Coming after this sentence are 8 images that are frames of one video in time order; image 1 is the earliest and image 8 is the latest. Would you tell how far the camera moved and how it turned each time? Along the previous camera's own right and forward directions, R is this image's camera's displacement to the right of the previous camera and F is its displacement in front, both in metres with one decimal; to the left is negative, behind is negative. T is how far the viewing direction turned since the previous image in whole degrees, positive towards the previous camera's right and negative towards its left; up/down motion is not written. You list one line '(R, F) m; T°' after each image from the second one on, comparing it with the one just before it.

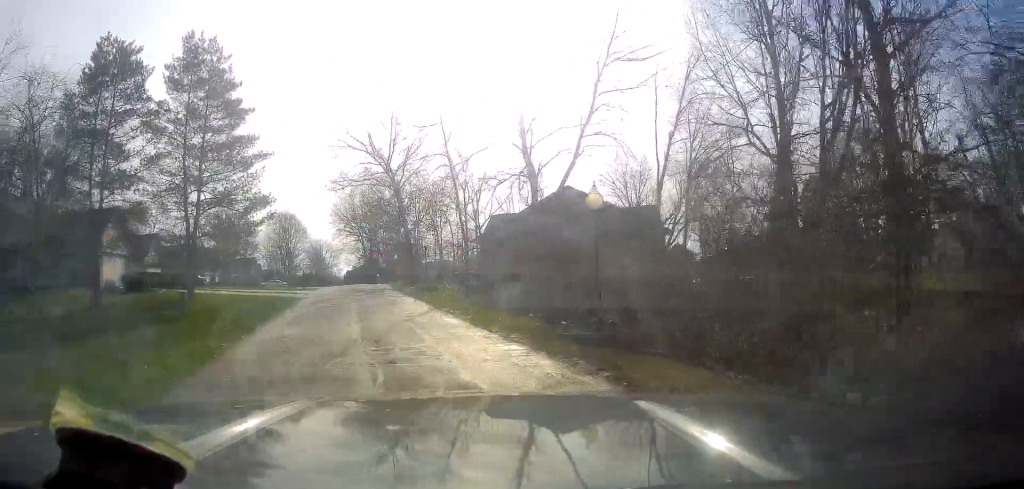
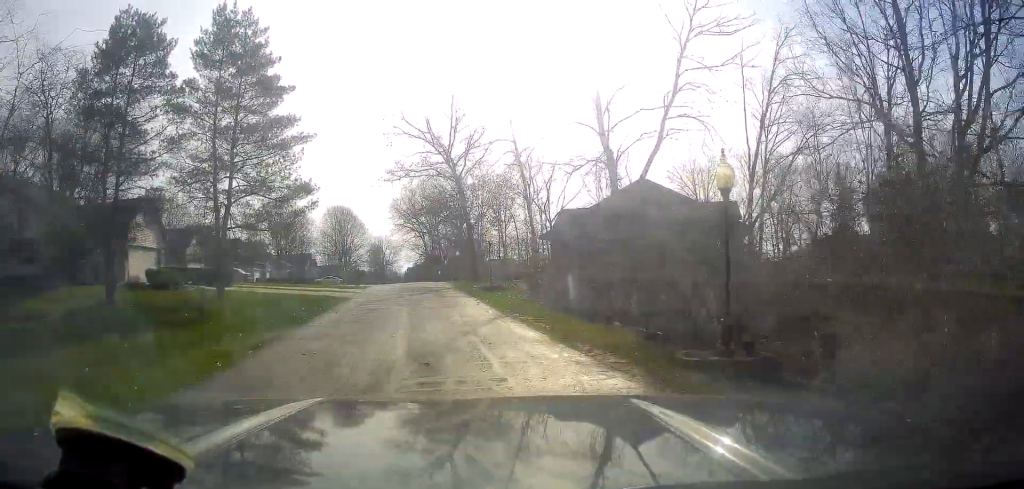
(-0.4, +3.7) m; -6°
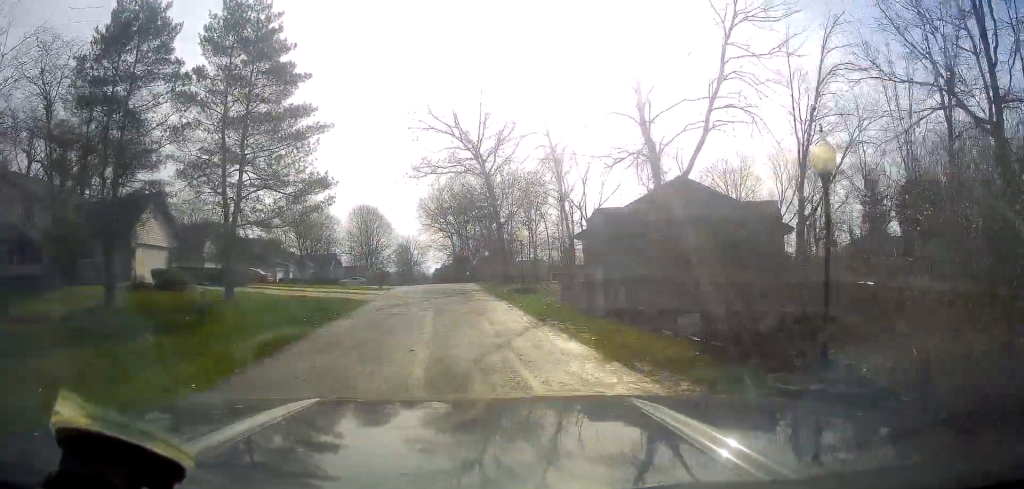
(-0.1, +2.2) m; -3°
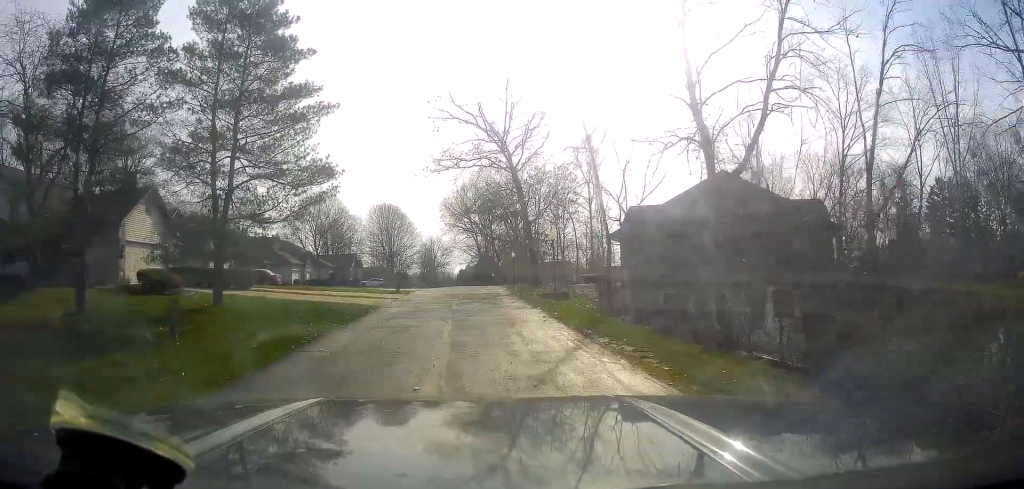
(0.0, +3.3) m; 0°
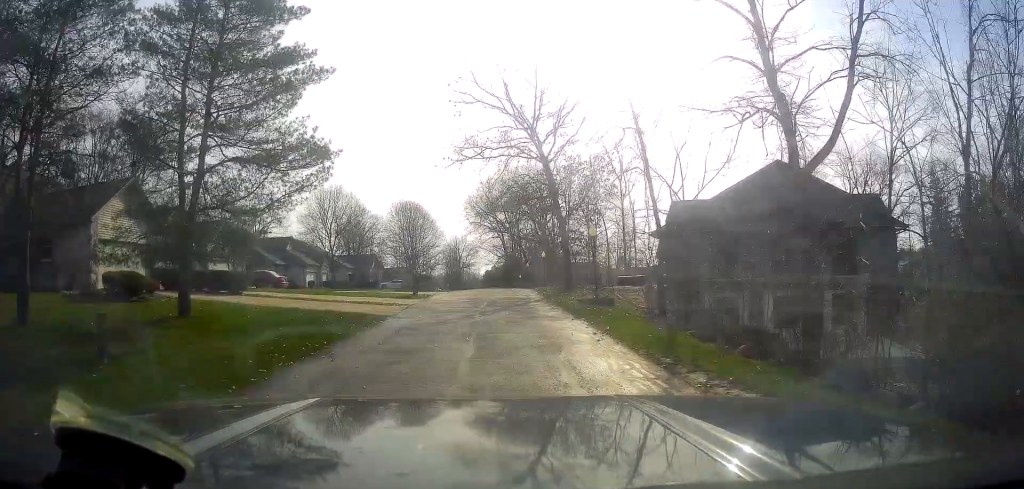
(0.0, +4.4) m; -4°
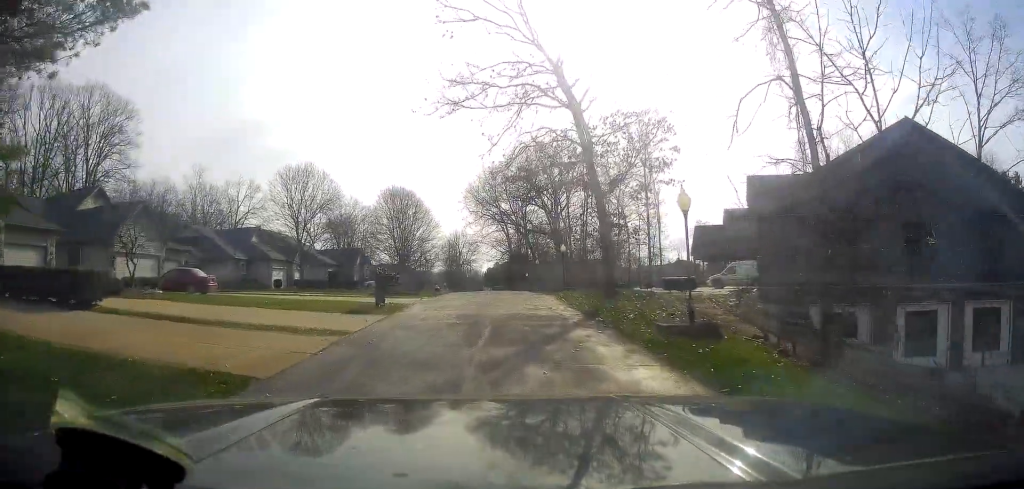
(-0.3, +11.5) m; +2°
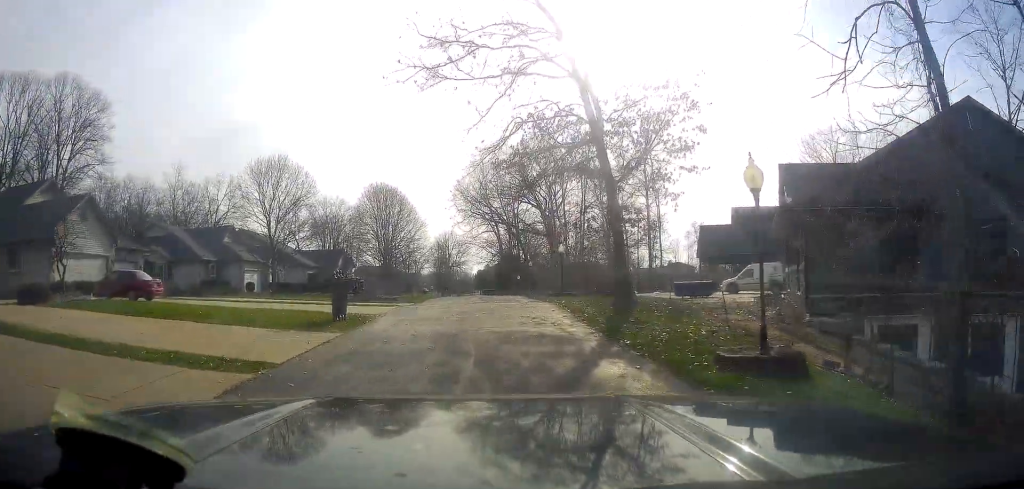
(+0.1, +4.7) m; +1°
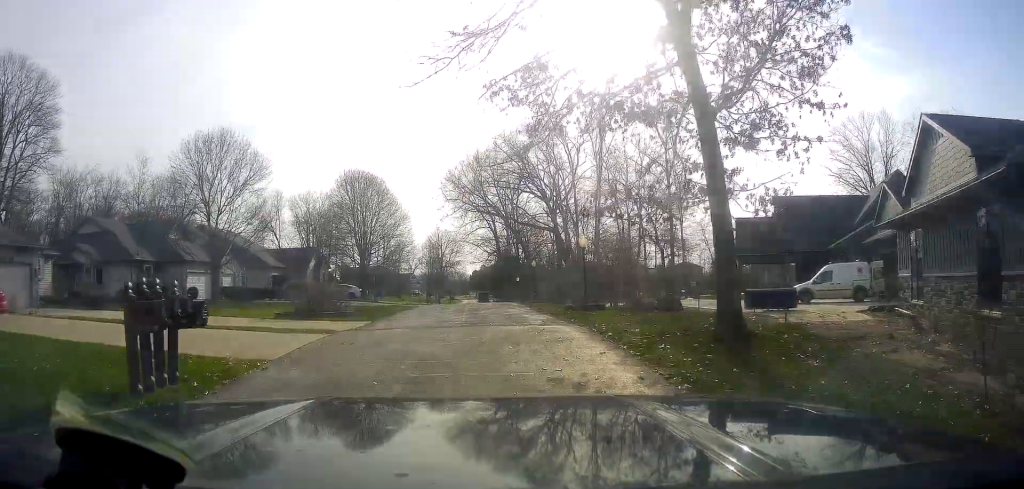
(0.0, +10.4) m; 0°
